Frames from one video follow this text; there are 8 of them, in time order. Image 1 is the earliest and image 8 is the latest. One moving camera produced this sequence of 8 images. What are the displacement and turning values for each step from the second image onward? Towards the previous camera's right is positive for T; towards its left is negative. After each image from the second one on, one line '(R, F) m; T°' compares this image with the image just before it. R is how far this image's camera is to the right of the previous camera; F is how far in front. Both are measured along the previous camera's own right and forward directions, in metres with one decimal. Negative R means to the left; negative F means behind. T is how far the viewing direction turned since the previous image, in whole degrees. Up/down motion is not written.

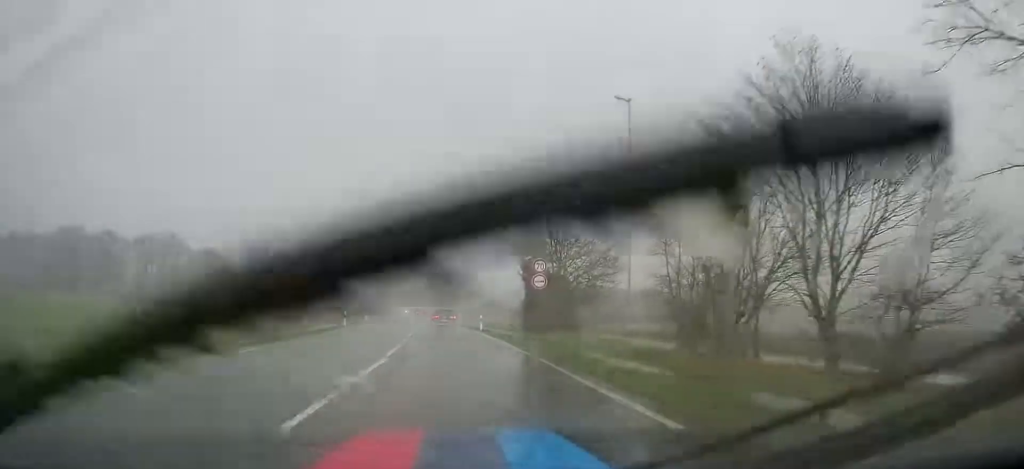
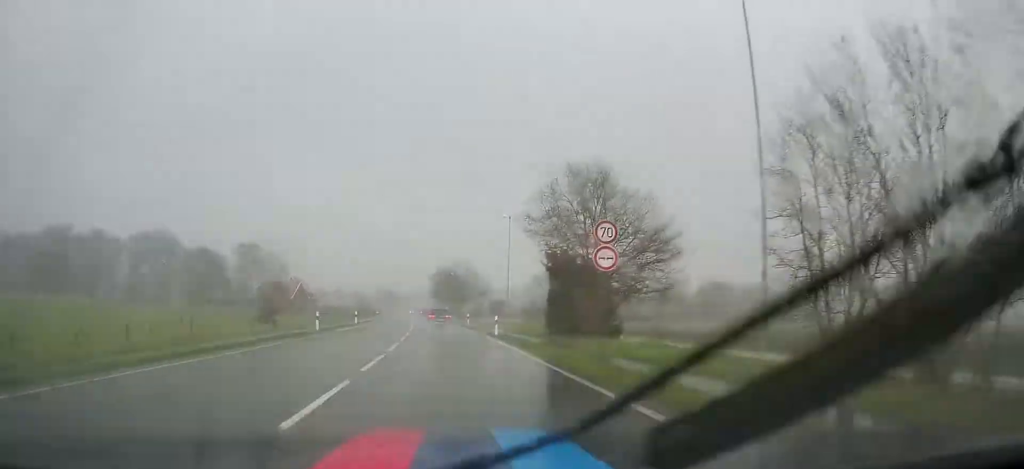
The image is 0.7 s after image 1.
(-0.3, +9.1) m; -1°
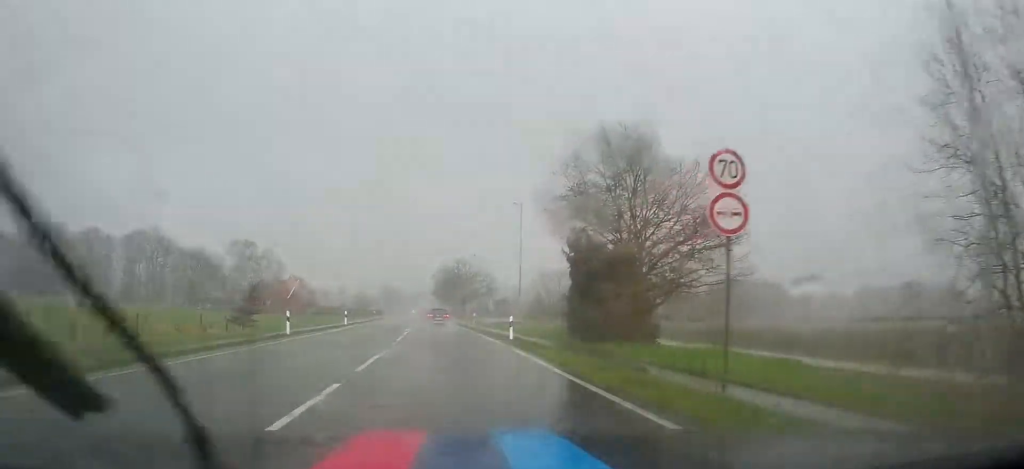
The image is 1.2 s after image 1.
(-0.2, +5.8) m; 0°
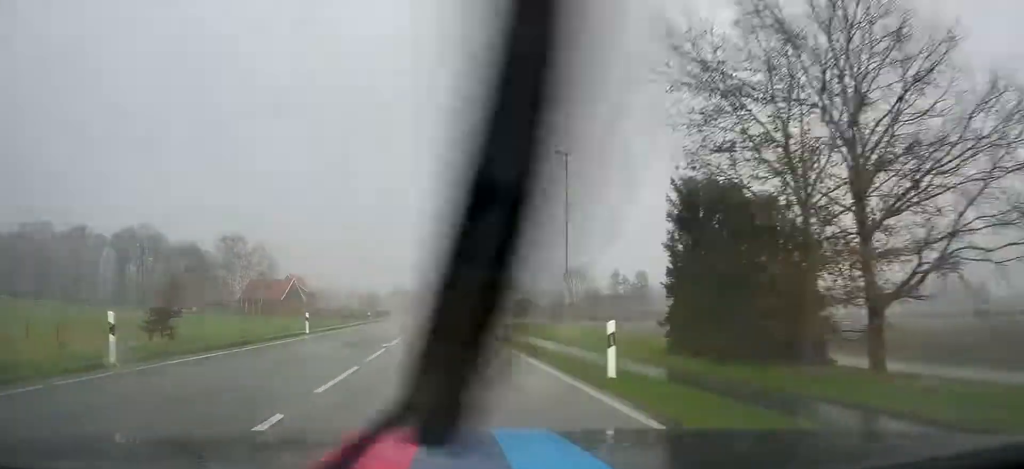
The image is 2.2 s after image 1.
(+0.4, +13.5) m; -1°
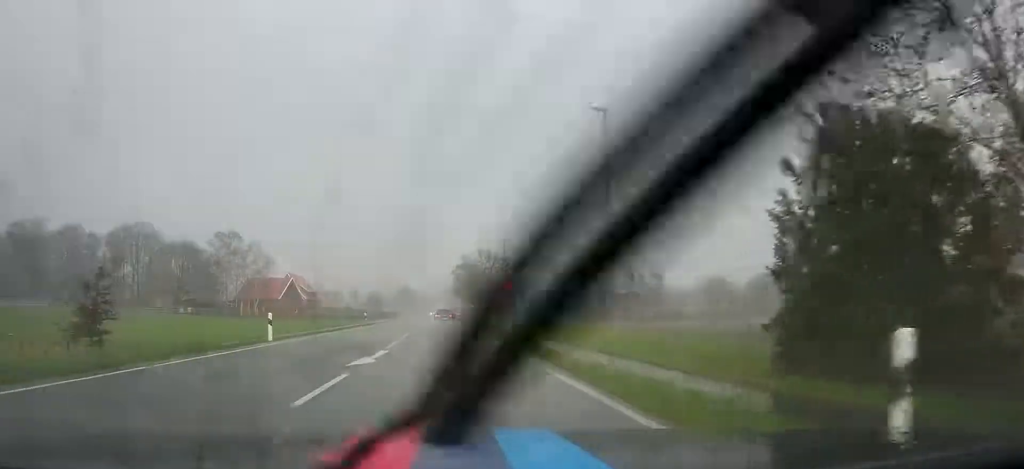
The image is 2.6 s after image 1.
(-0.4, +6.6) m; 0°
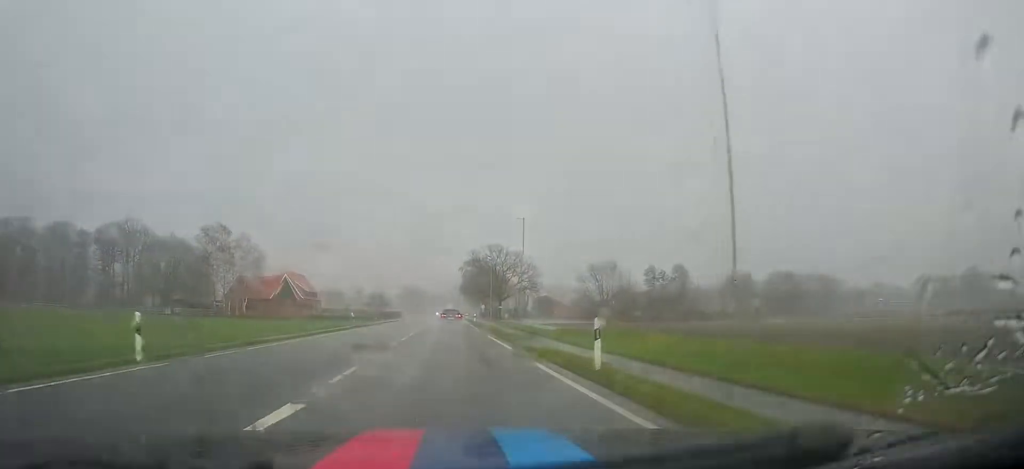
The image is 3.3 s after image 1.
(-0.2, +9.7) m; 0°
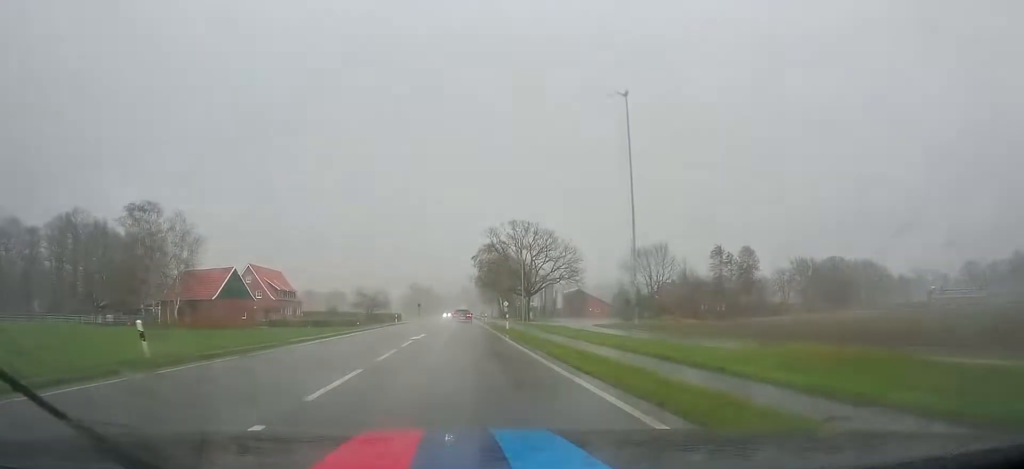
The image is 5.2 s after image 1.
(-1.0, +29.4) m; -4°
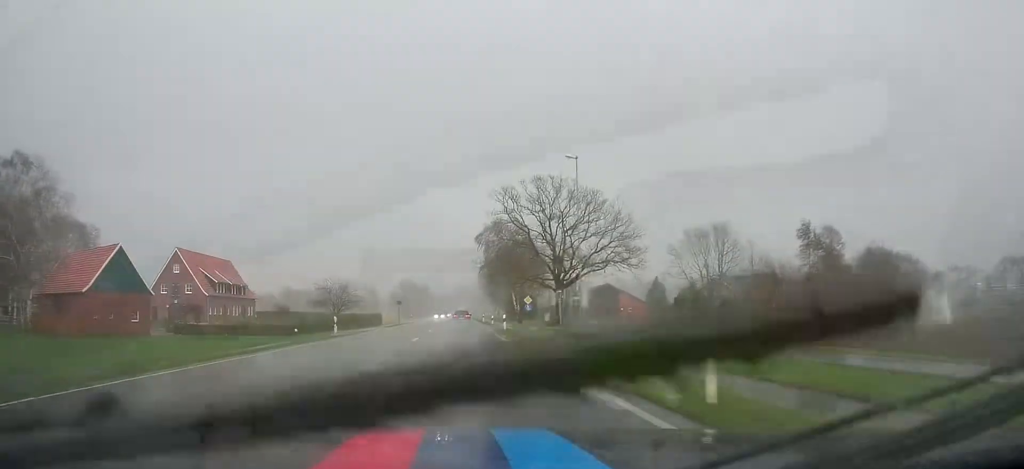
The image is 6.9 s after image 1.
(+0.5, +29.4) m; 0°
